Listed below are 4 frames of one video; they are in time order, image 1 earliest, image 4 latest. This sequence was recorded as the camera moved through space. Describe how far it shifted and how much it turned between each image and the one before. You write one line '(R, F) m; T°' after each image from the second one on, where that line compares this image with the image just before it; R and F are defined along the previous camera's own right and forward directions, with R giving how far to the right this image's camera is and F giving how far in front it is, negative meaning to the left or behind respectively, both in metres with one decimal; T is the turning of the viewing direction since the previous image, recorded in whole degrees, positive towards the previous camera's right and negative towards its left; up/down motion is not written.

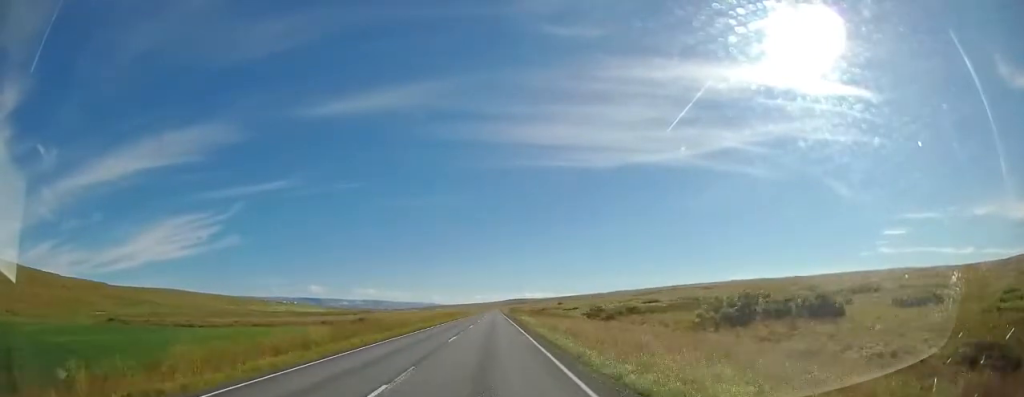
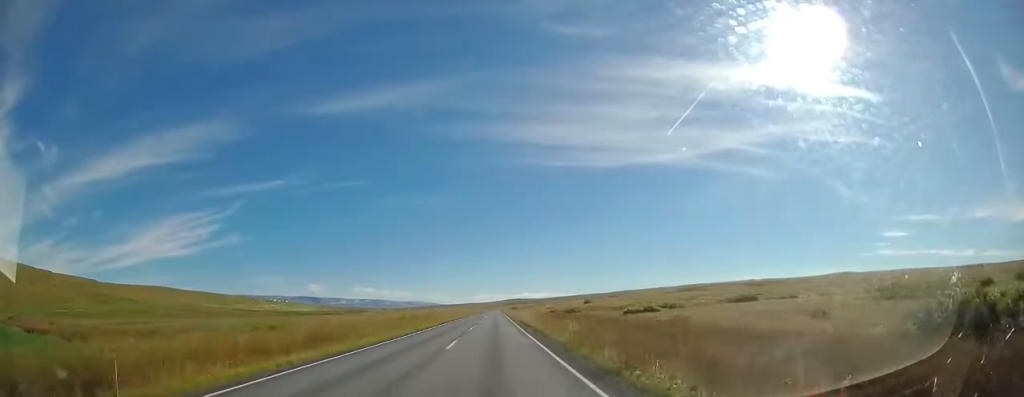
(+0.1, +65.5) m; 0°
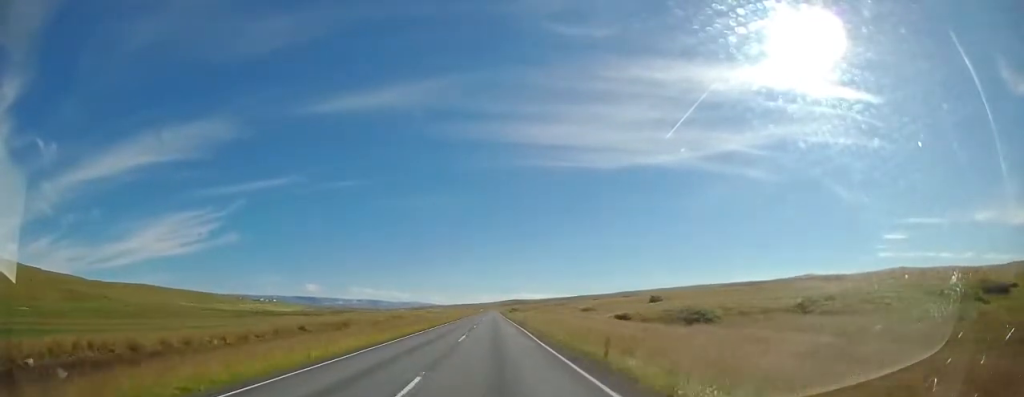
(+0.8, +68.2) m; +1°
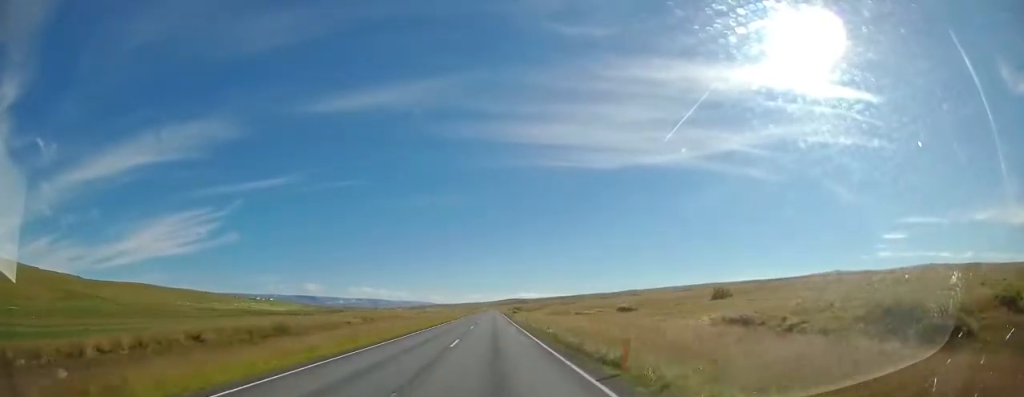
(-0.2, +26.6) m; -1°
